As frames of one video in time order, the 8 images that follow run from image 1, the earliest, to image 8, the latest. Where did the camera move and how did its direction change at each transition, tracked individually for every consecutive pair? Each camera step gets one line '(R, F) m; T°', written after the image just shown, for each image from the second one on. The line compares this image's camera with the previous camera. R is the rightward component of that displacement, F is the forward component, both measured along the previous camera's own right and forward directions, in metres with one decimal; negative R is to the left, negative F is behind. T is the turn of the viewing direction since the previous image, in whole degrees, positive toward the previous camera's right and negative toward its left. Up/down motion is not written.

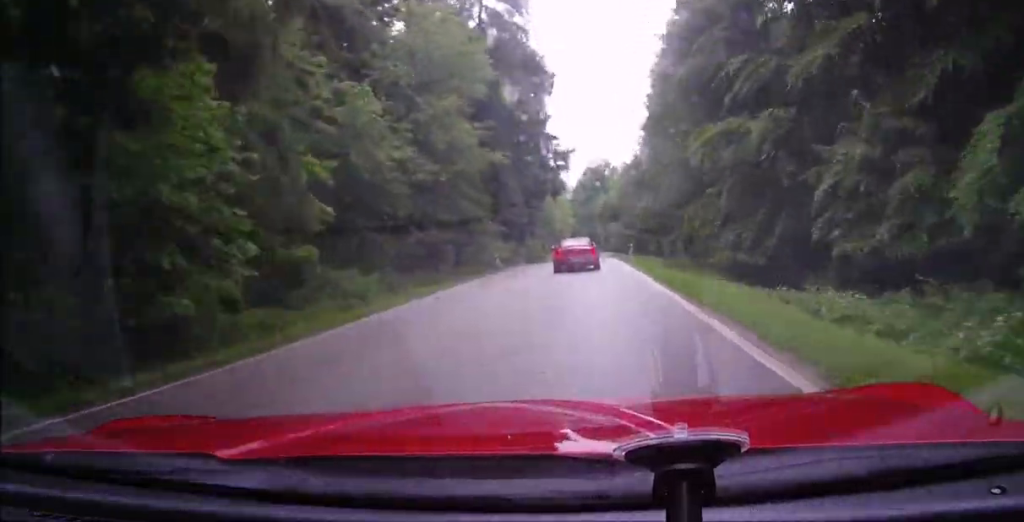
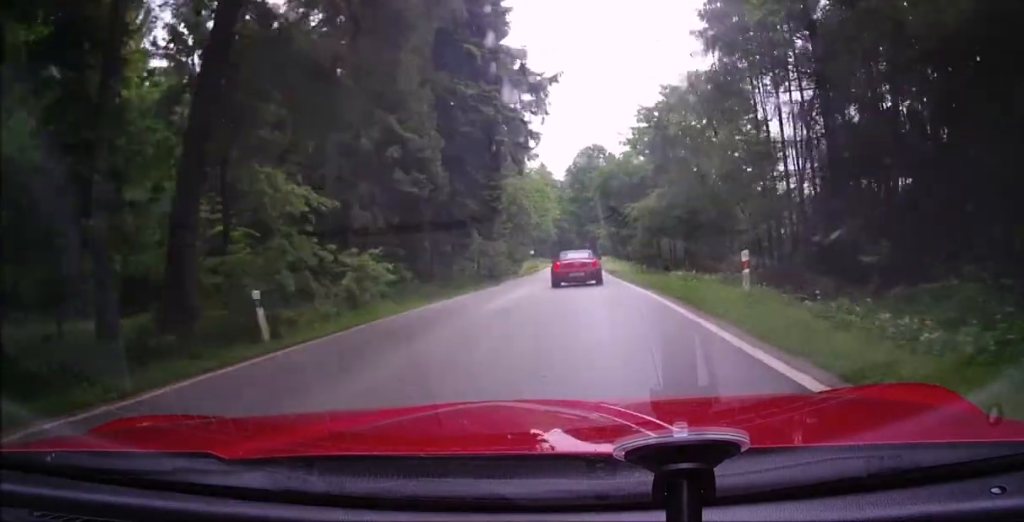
(+0.5, +28.7) m; +1°
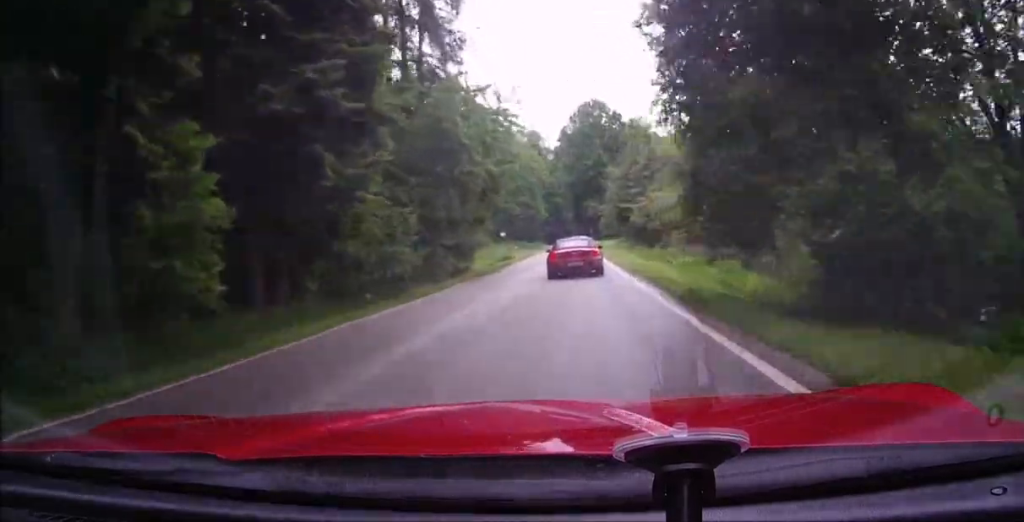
(+0.1, +27.5) m; +1°
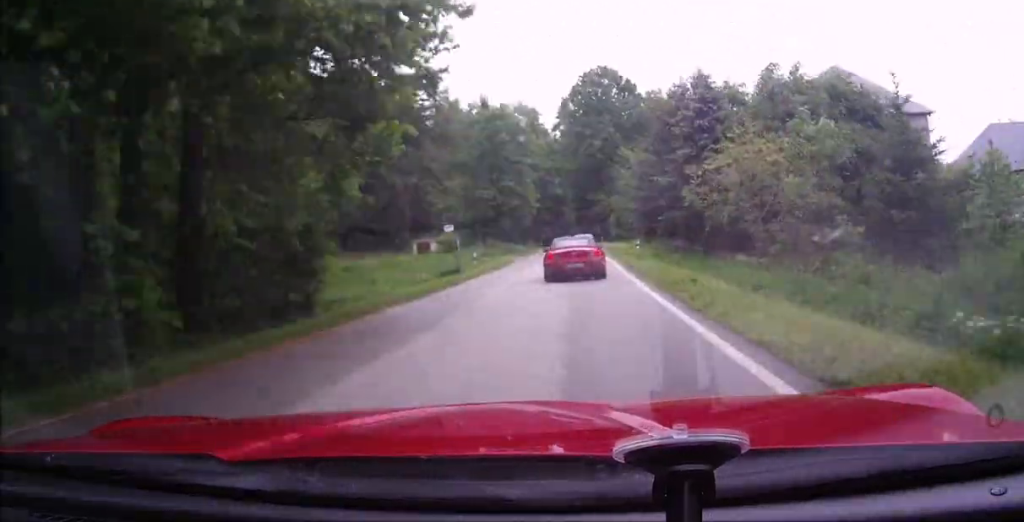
(+0.1, +21.2) m; 0°
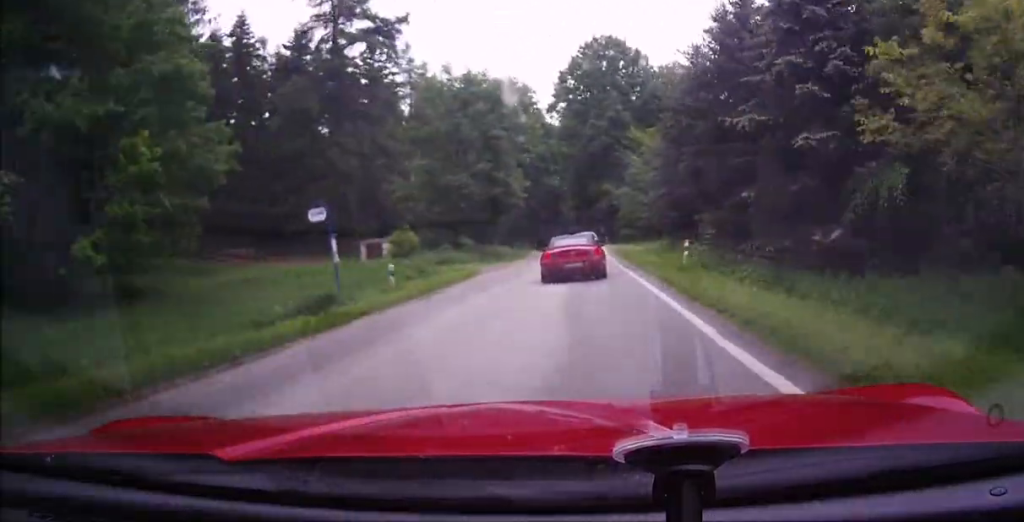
(0.0, +14.7) m; 0°
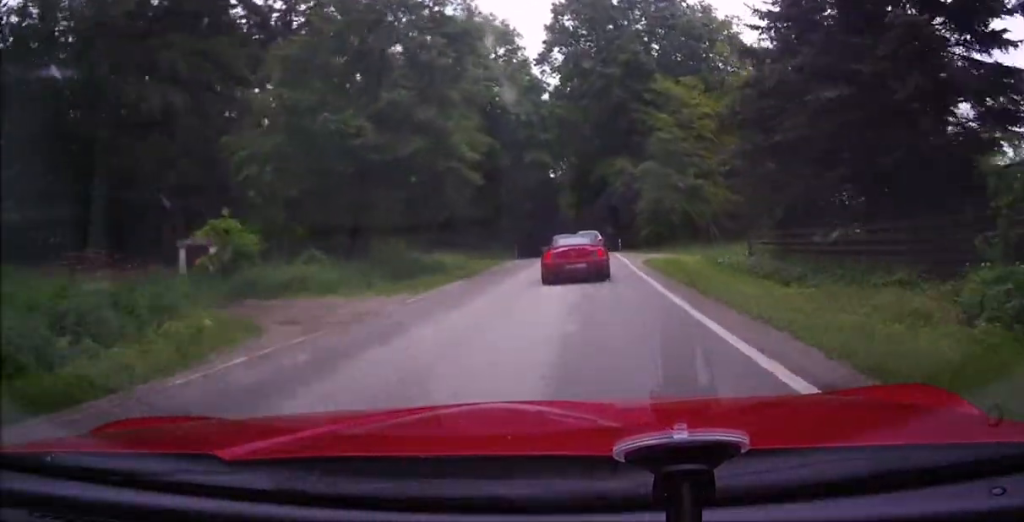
(-0.1, +23.1) m; -1°
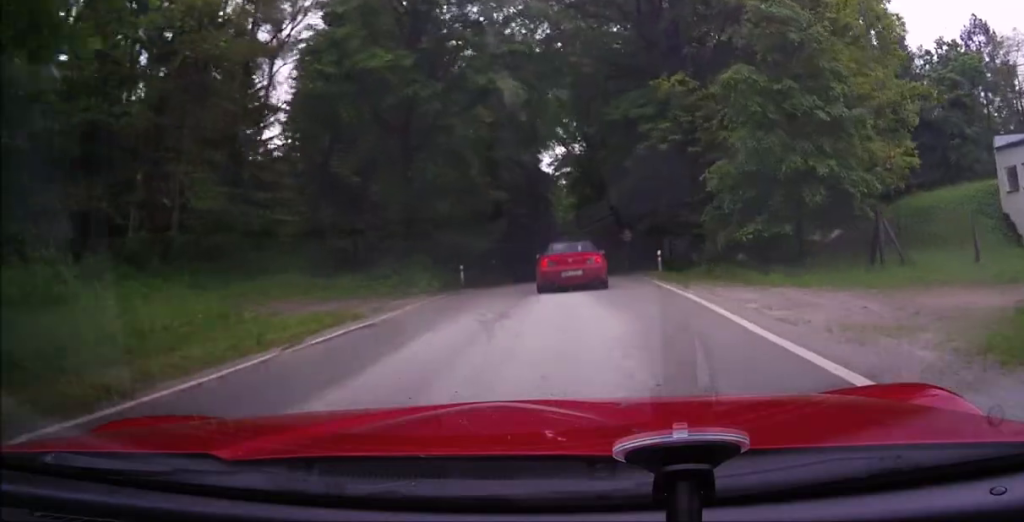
(-0.5, +25.7) m; -1°
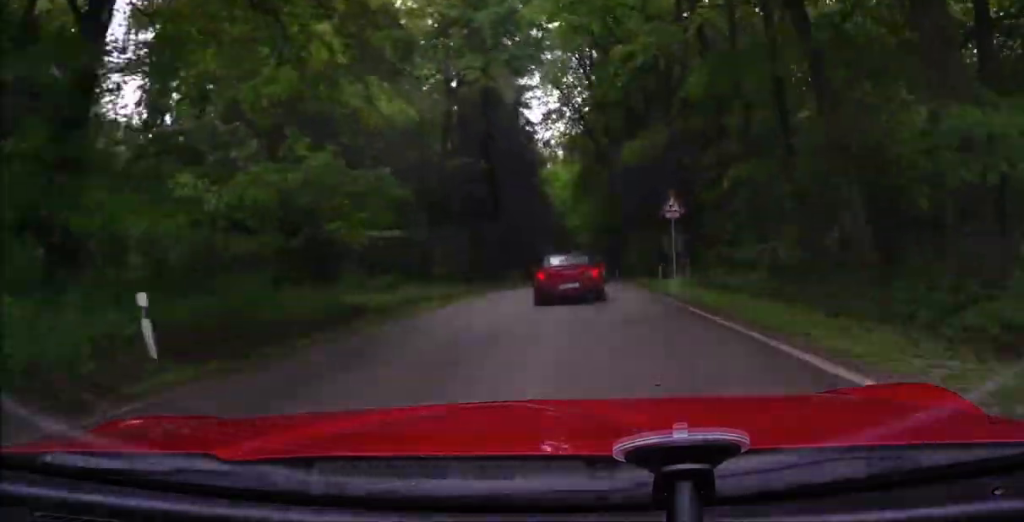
(0.0, +22.2) m; 0°
